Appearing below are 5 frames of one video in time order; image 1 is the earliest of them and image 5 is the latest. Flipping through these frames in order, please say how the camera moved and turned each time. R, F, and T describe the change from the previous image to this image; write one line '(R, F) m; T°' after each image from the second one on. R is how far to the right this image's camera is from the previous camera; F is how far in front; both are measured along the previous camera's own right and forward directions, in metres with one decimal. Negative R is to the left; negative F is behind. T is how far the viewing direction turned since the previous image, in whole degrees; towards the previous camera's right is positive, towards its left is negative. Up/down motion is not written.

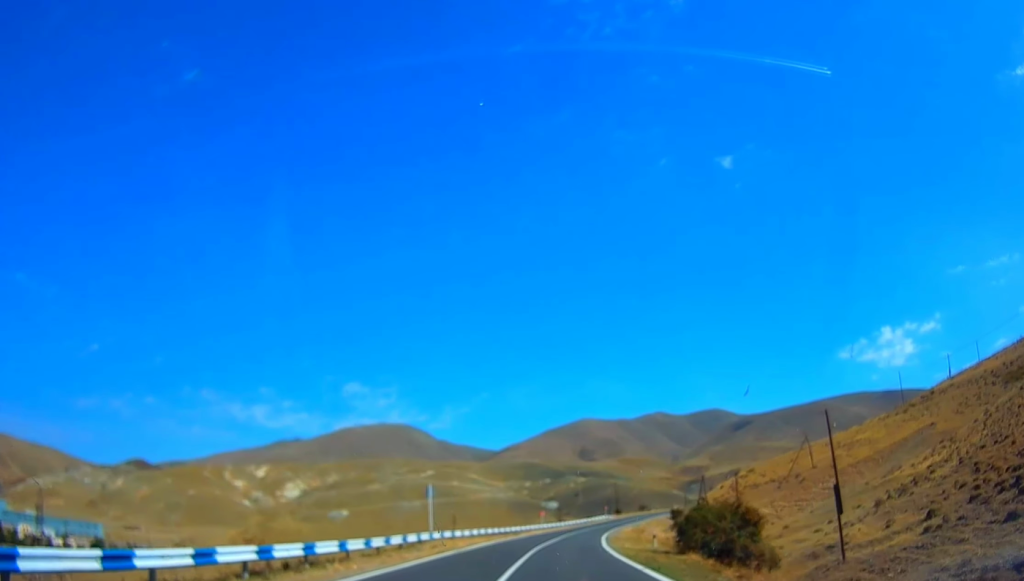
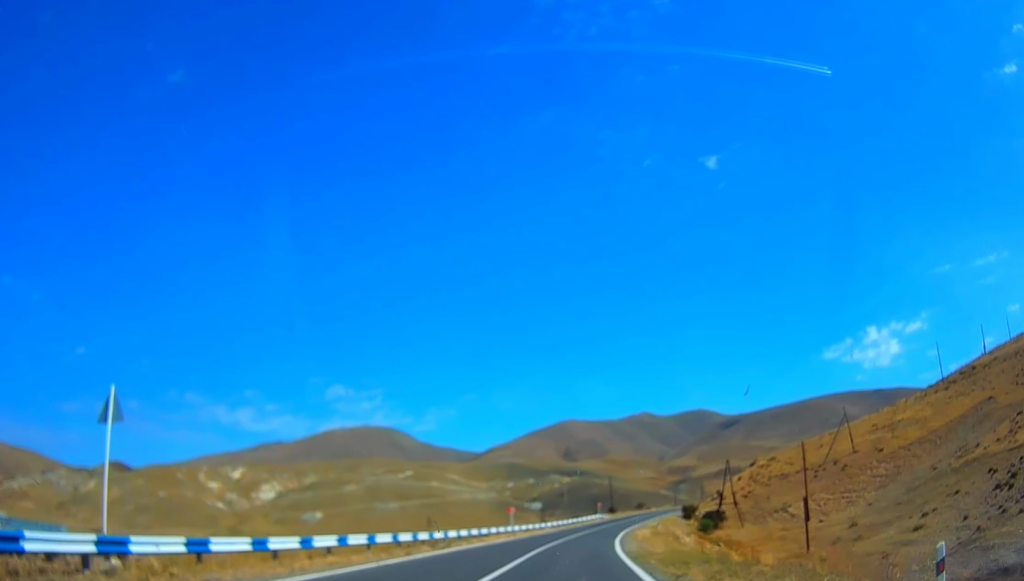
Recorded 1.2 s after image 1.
(+0.2, +28.8) m; +1°
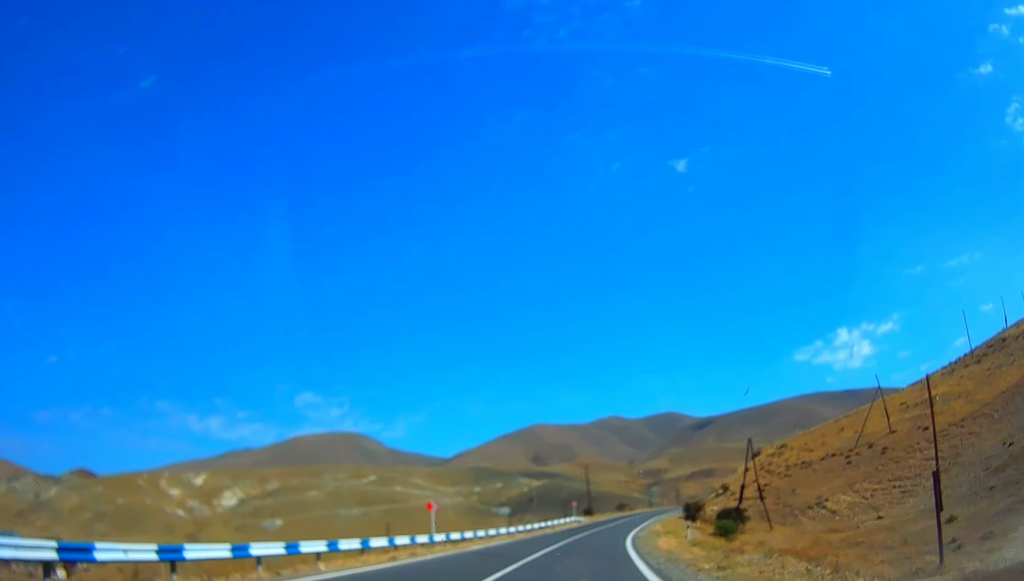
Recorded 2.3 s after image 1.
(+0.1, +24.9) m; +1°
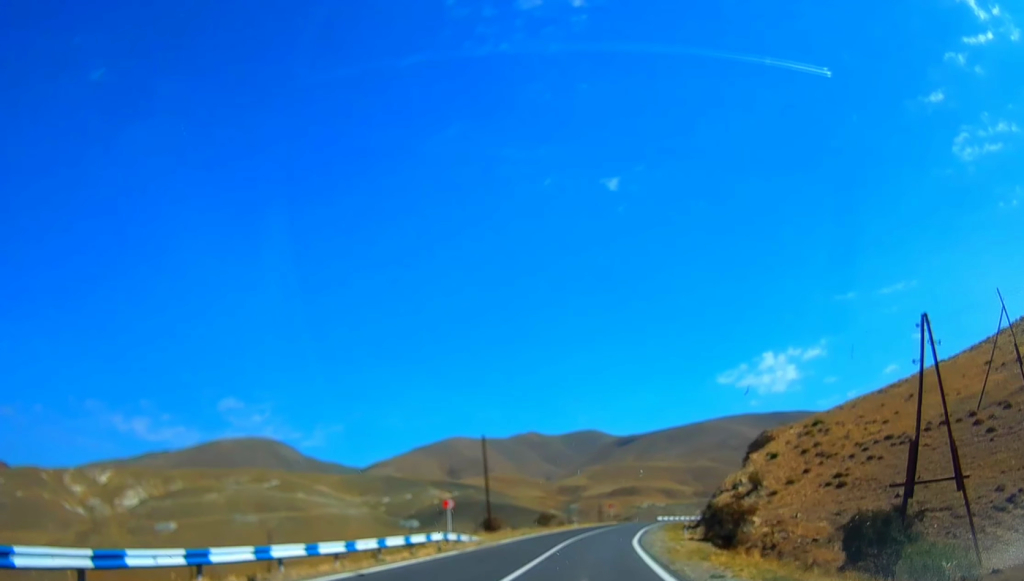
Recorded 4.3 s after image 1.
(+2.0, +45.9) m; +7°
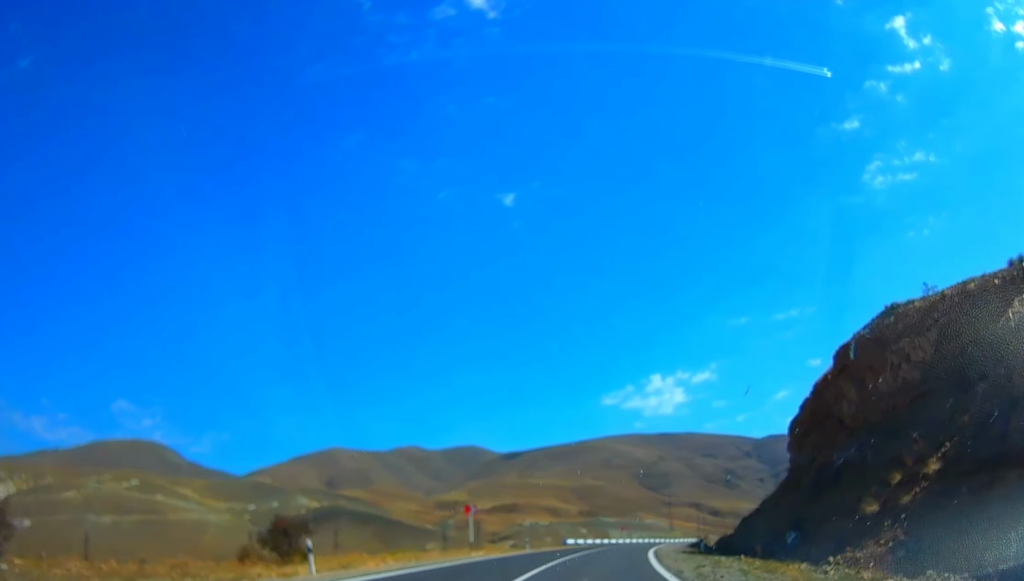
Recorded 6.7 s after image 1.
(+4.1, +54.6) m; +9°
